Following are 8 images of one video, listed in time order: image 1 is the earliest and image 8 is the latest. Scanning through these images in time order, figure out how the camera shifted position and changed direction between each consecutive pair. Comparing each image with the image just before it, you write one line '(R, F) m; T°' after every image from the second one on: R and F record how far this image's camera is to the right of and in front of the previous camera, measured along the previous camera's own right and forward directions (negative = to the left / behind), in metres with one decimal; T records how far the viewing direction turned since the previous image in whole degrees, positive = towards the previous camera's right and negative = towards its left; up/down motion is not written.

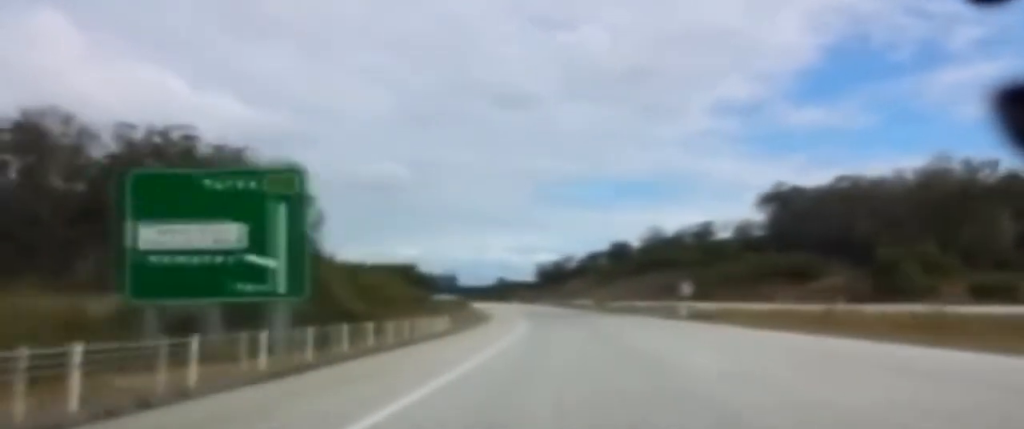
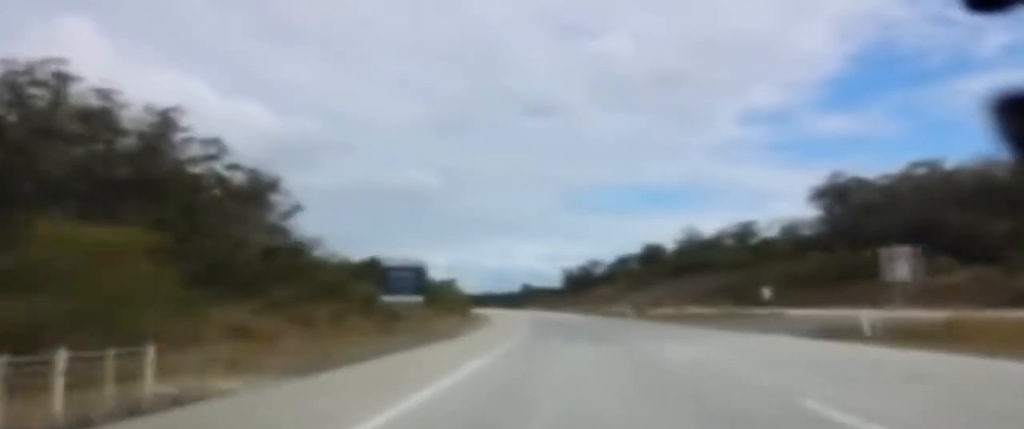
(-0.3, +33.2) m; -1°
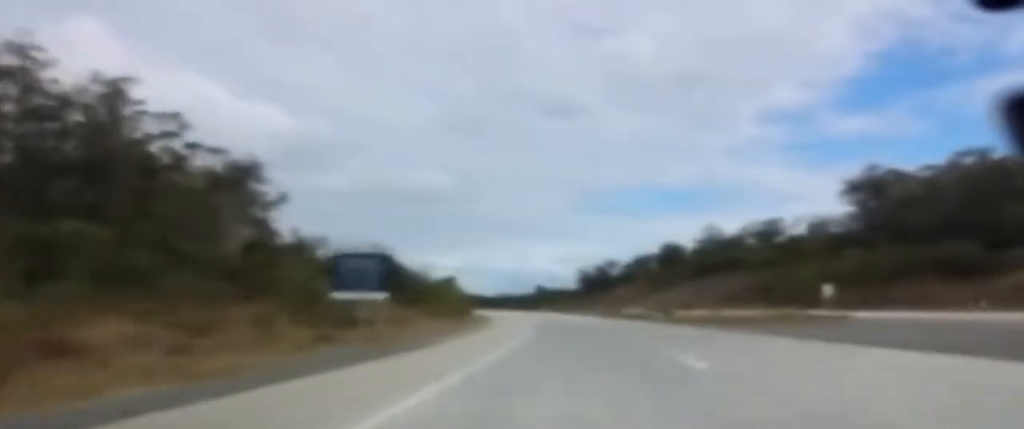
(0.0, +14.1) m; 0°
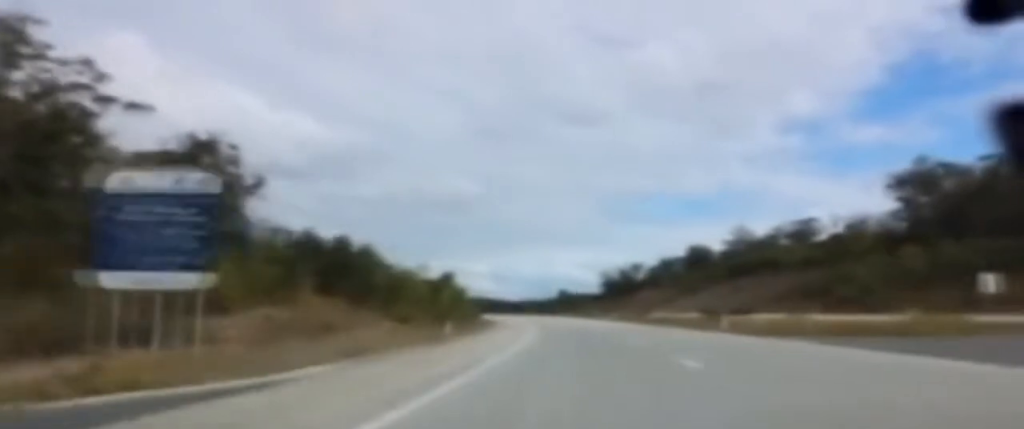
(-0.1, +23.2) m; -1°
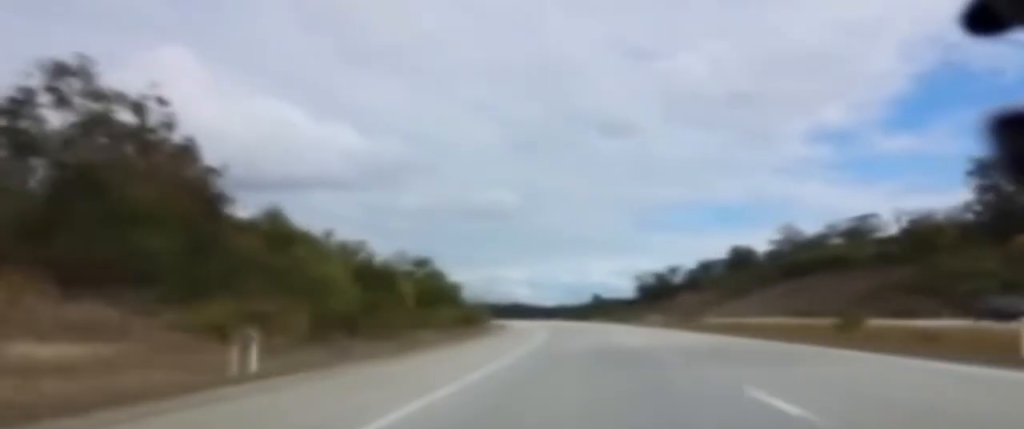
(-0.6, +31.2) m; -2°
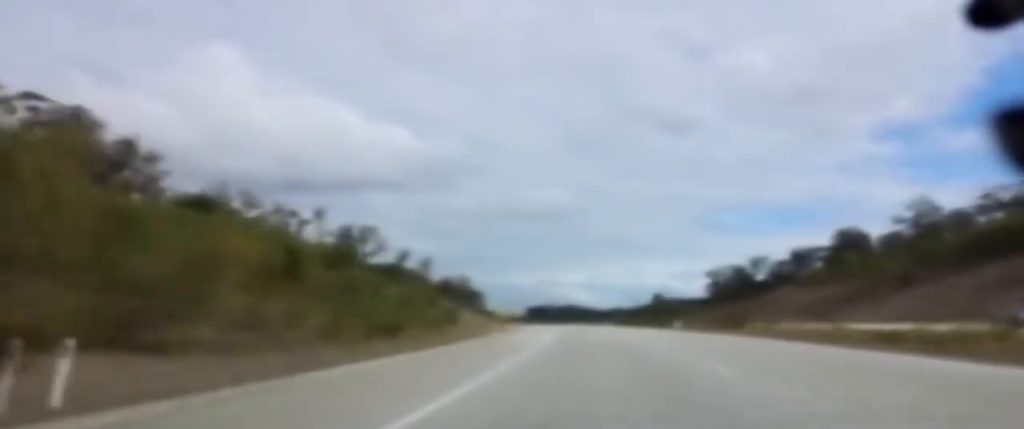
(-1.8, +66.3) m; -3°
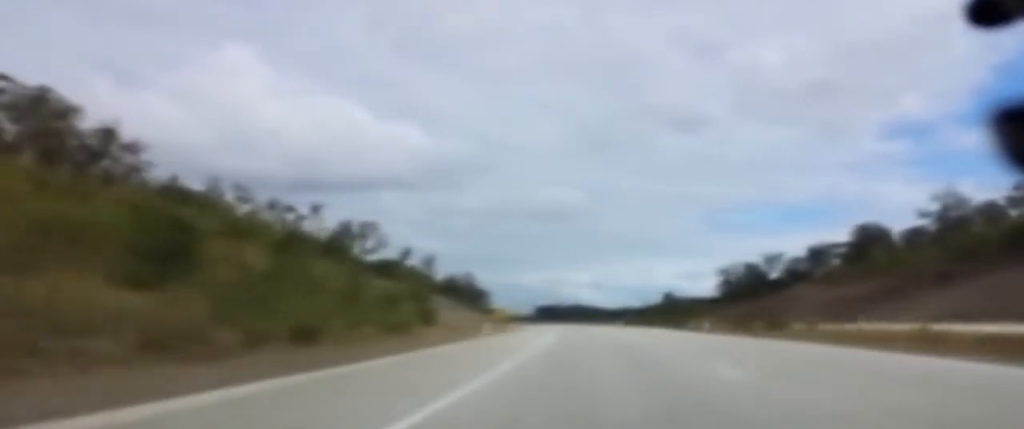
(-0.2, +12.1) m; -1°
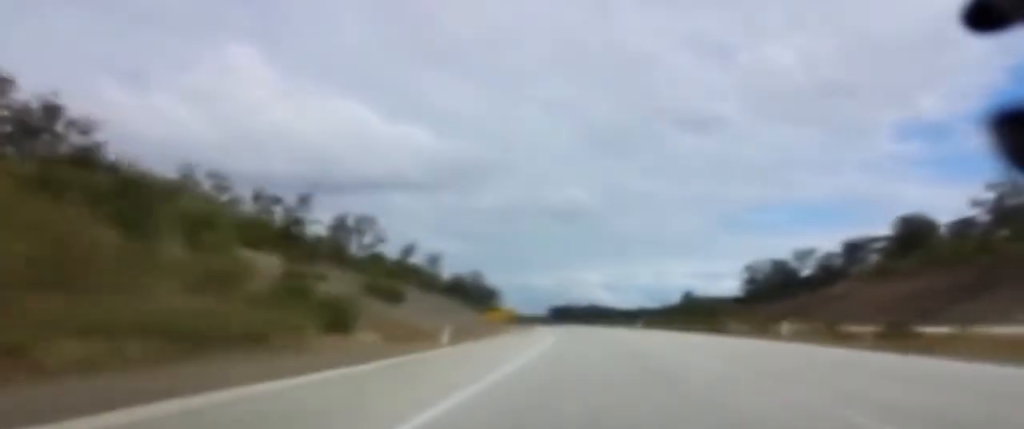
(-0.2, +20.1) m; -1°
